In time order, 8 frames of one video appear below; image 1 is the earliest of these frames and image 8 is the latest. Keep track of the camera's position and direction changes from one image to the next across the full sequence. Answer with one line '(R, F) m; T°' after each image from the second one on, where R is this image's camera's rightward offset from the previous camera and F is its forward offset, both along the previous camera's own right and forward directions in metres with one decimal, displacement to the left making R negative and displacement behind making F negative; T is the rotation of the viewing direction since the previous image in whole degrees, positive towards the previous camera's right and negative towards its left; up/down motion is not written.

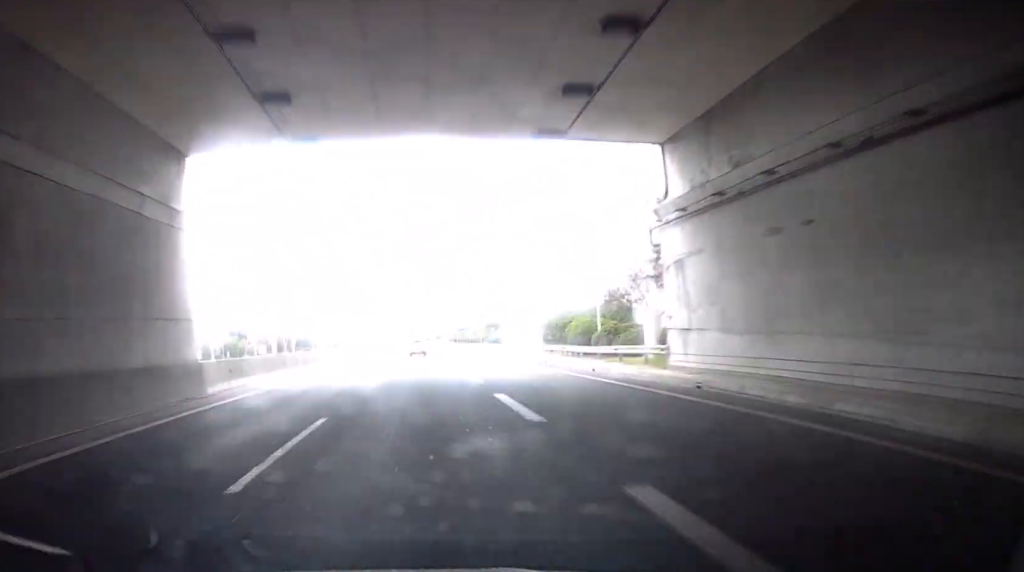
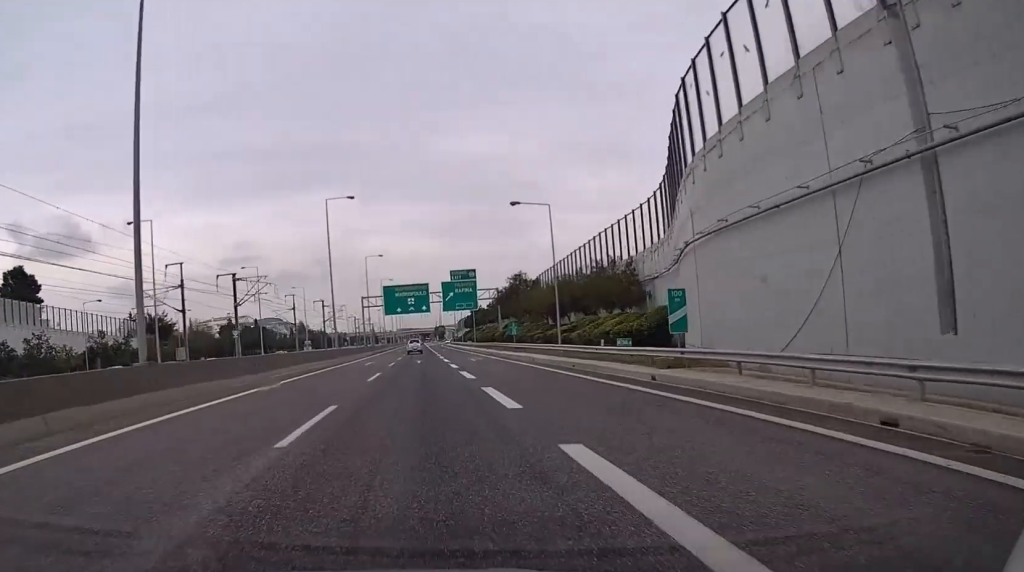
(-0.7, +68.9) m; 0°
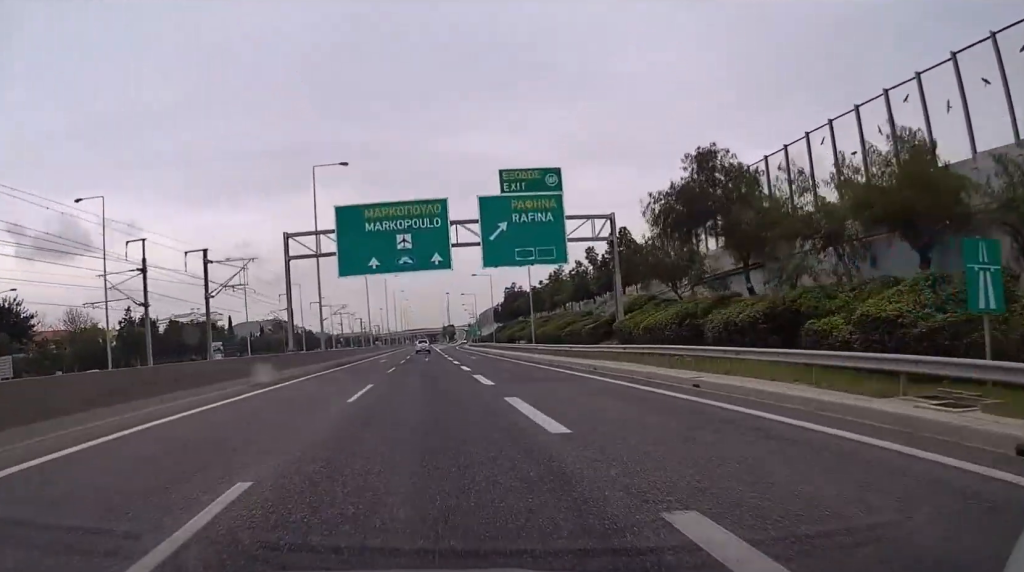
(+0.5, +63.5) m; +1°
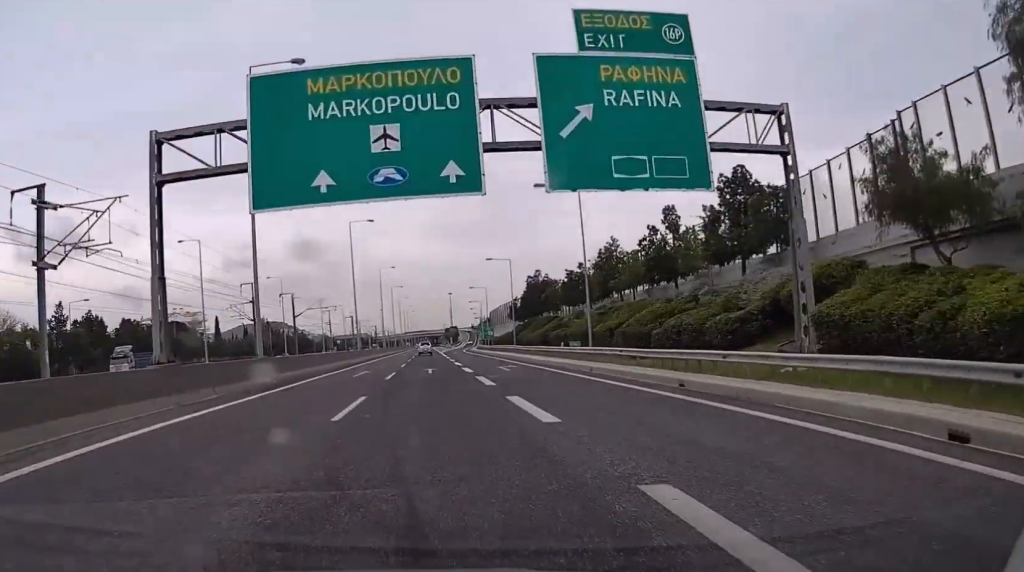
(0.0, +22.9) m; 0°
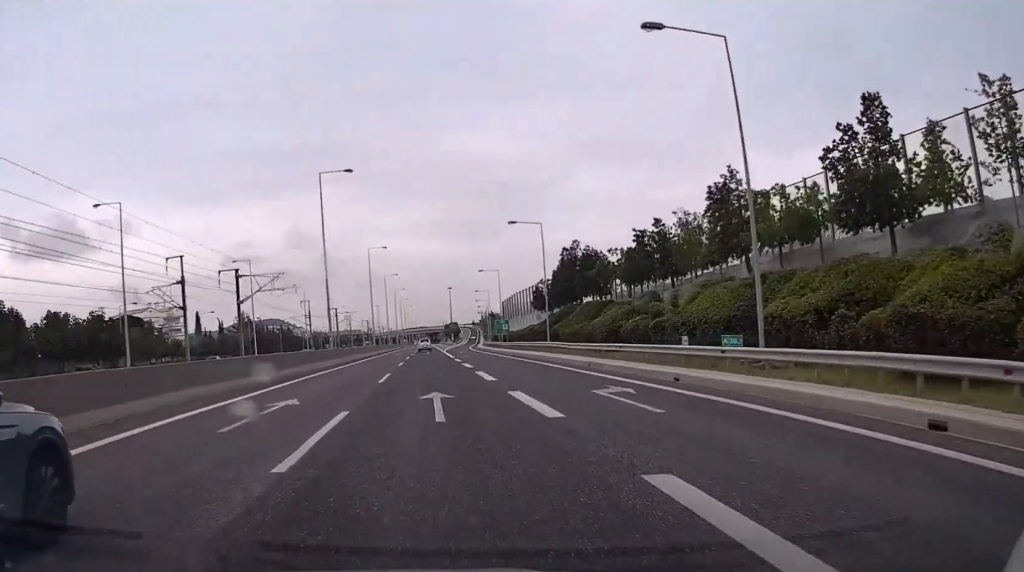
(0.0, +23.8) m; 0°
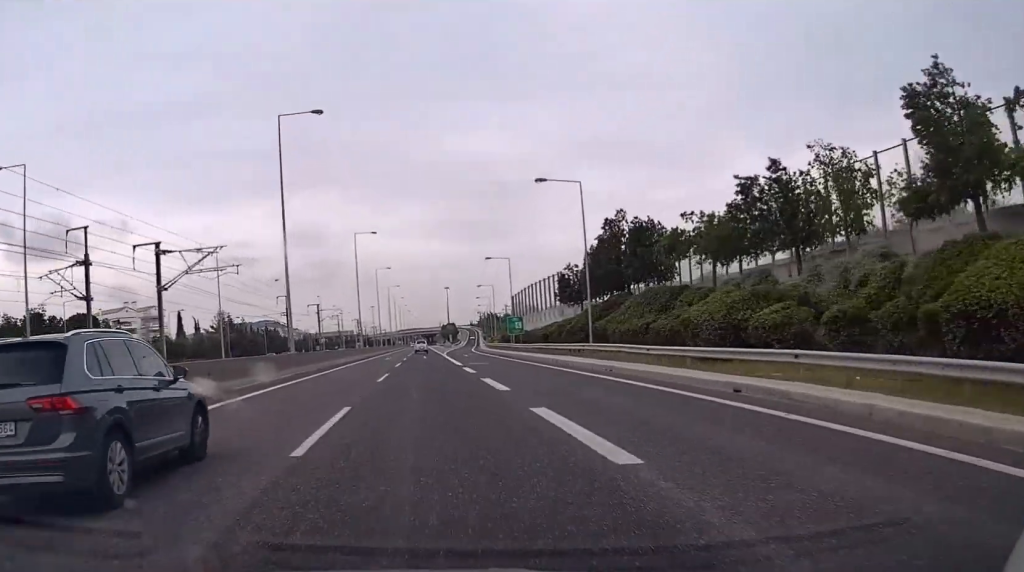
(0.0, +16.9) m; 0°
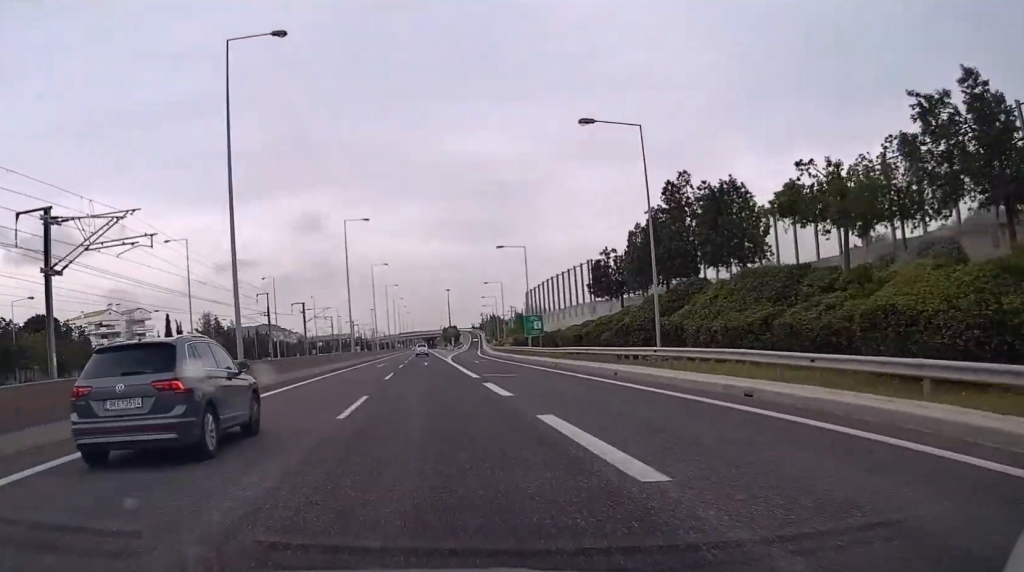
(0.0, +12.9) m; 0°
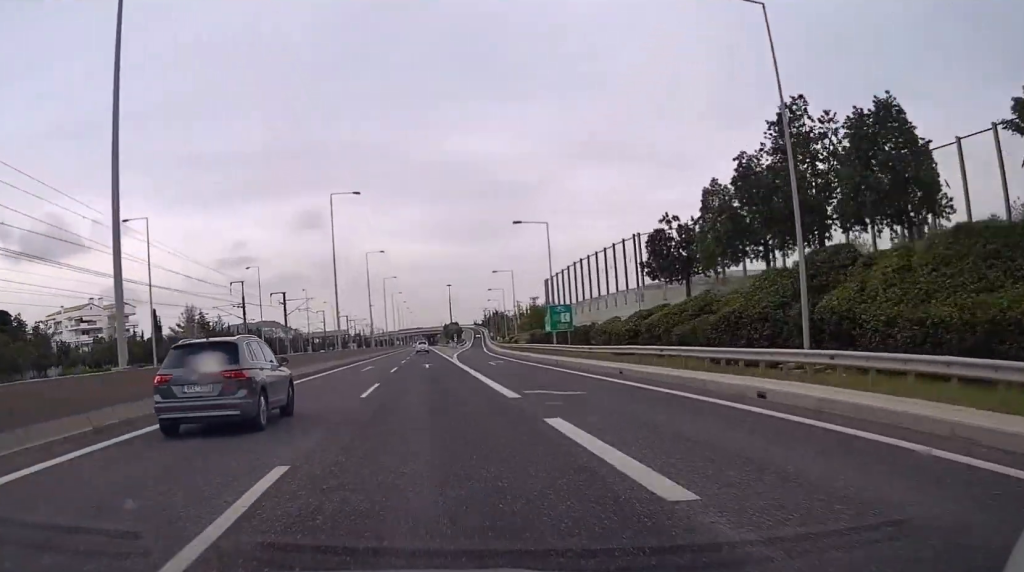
(0.0, +12.9) m; 0°
